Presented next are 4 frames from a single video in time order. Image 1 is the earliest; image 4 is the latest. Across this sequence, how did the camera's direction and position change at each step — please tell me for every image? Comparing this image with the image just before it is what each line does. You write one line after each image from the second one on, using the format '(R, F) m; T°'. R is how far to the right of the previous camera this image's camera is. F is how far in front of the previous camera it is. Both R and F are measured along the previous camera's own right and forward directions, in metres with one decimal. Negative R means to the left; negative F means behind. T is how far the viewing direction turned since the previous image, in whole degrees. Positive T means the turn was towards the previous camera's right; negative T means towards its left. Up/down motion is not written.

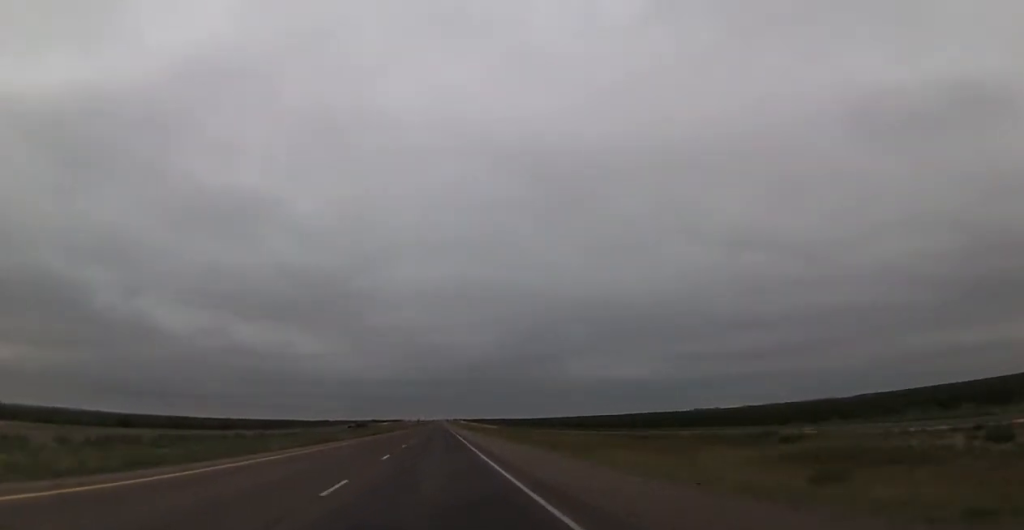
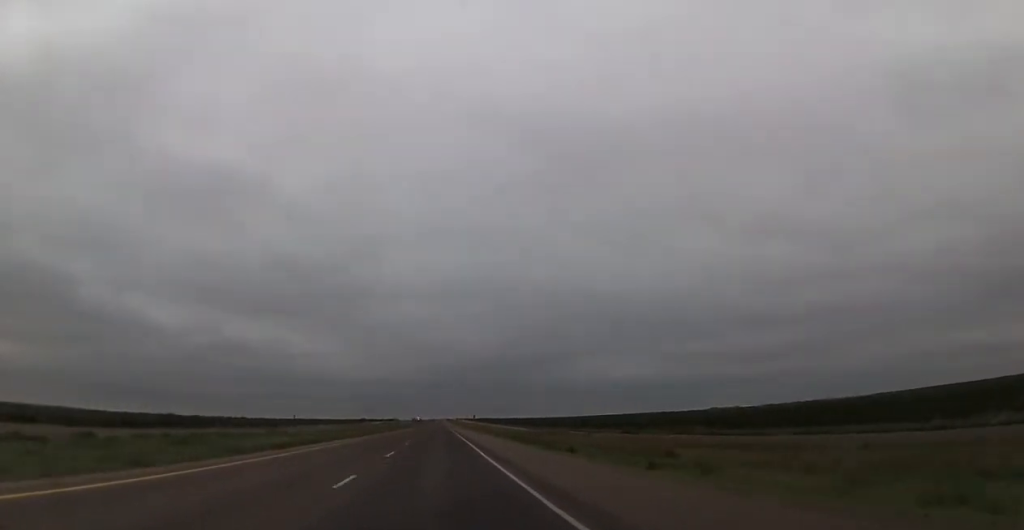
(-1.6, +95.6) m; 0°
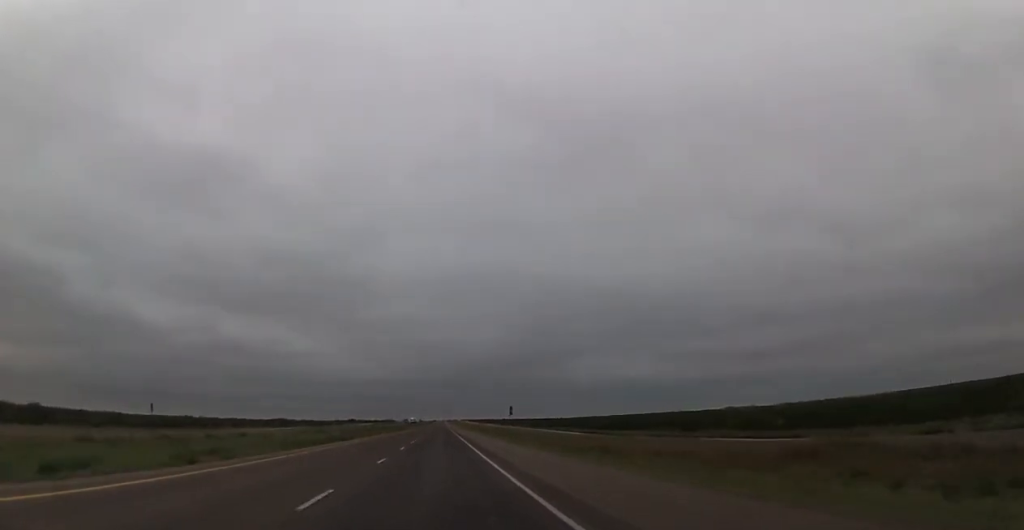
(+0.3, +75.9) m; 0°
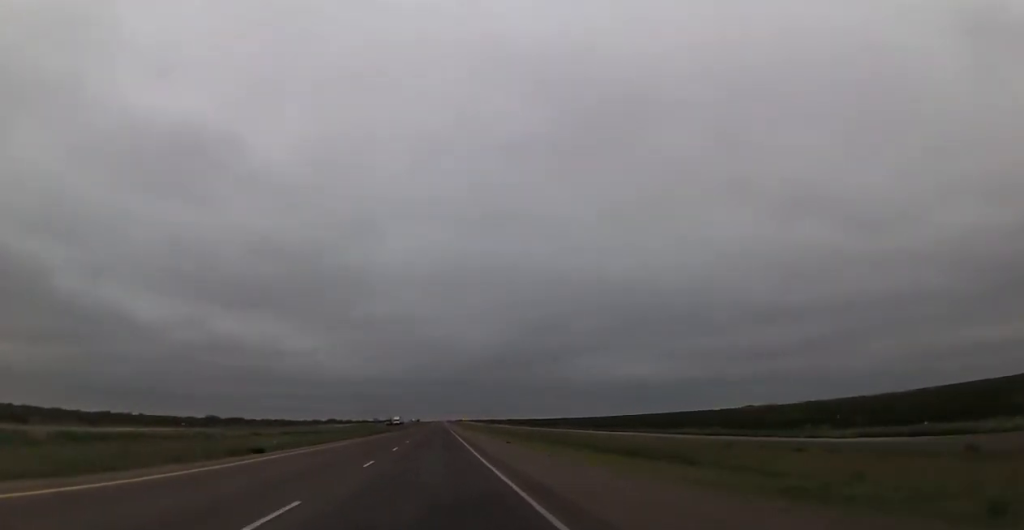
(+0.6, +86.6) m; 0°
